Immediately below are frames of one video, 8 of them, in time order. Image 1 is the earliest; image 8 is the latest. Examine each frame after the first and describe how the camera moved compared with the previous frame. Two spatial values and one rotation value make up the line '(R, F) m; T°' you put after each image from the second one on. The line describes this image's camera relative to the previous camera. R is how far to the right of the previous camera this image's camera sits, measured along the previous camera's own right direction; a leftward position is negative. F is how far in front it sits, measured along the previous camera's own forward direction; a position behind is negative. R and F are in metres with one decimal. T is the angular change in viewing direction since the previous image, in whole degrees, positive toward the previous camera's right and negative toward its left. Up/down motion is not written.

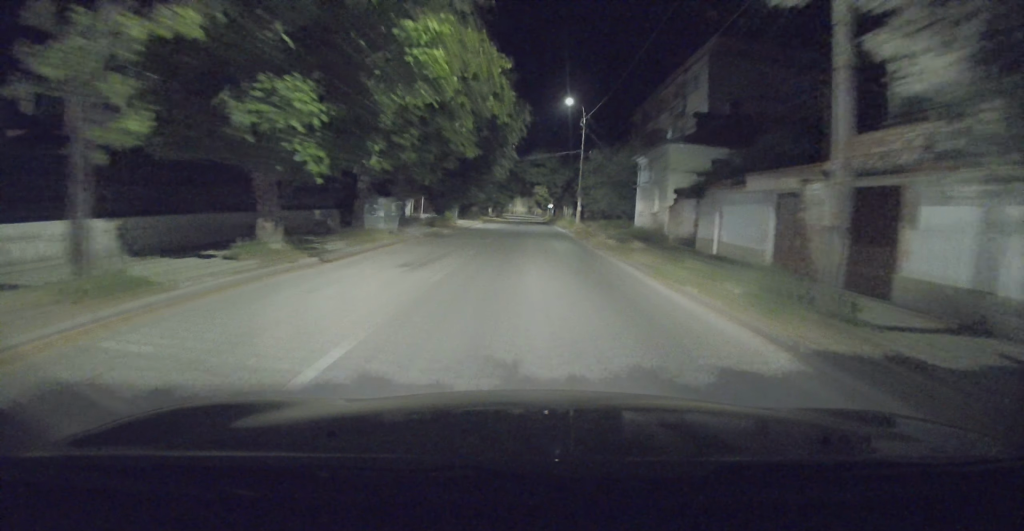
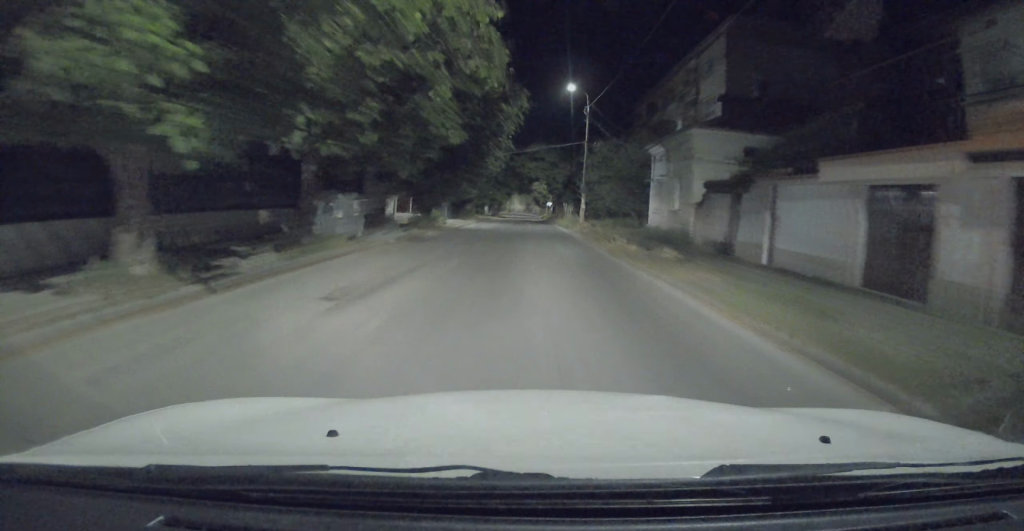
(0.0, +4.3) m; 0°
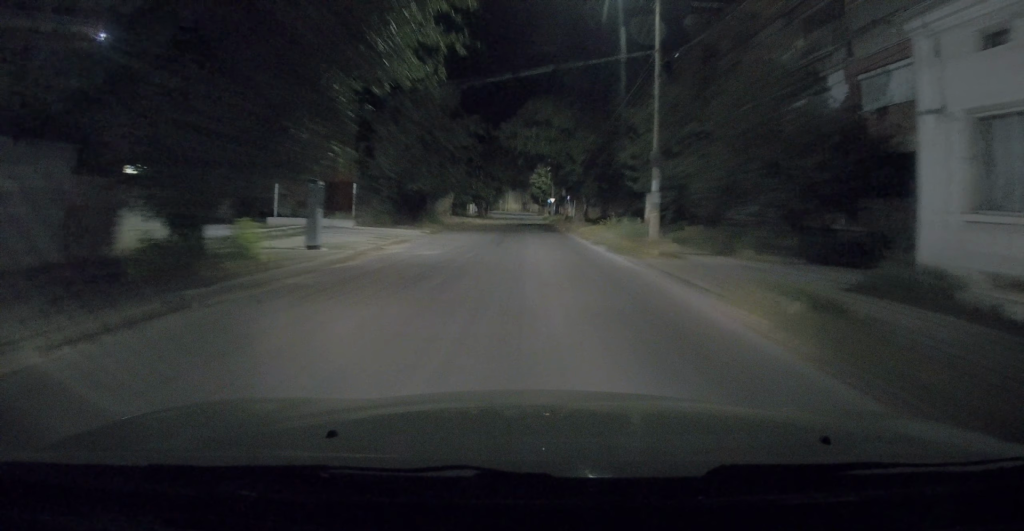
(+0.3, +20.9) m; +2°
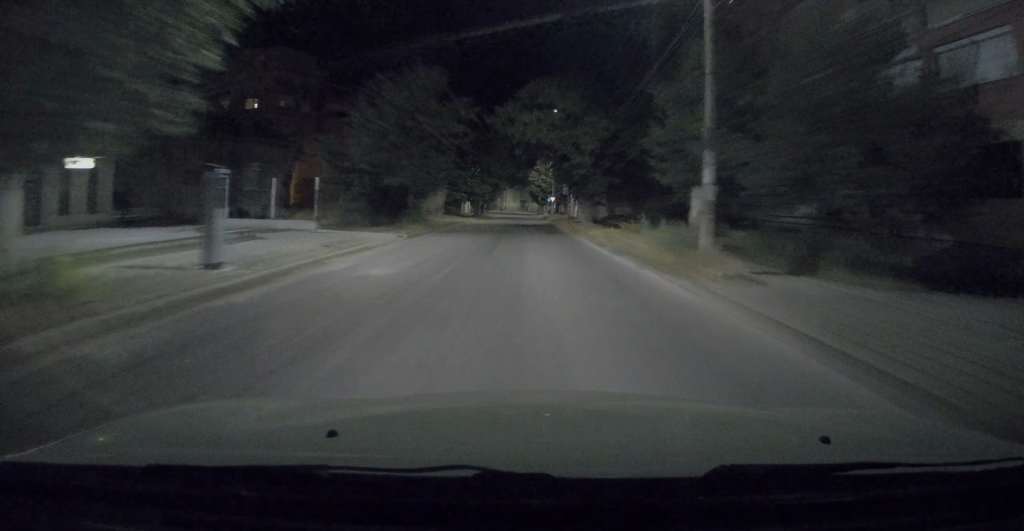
(0.0, +4.5) m; 0°
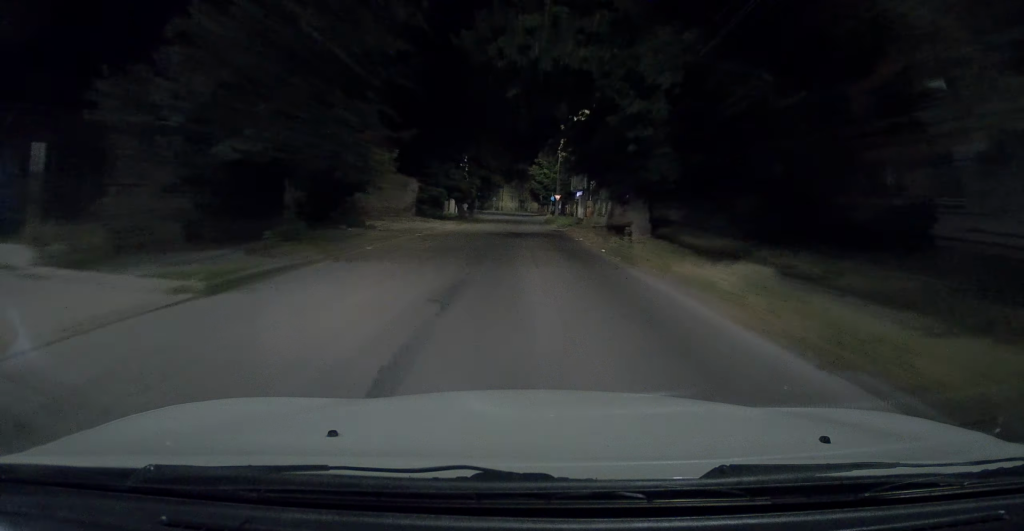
(+0.1, +13.3) m; 0°
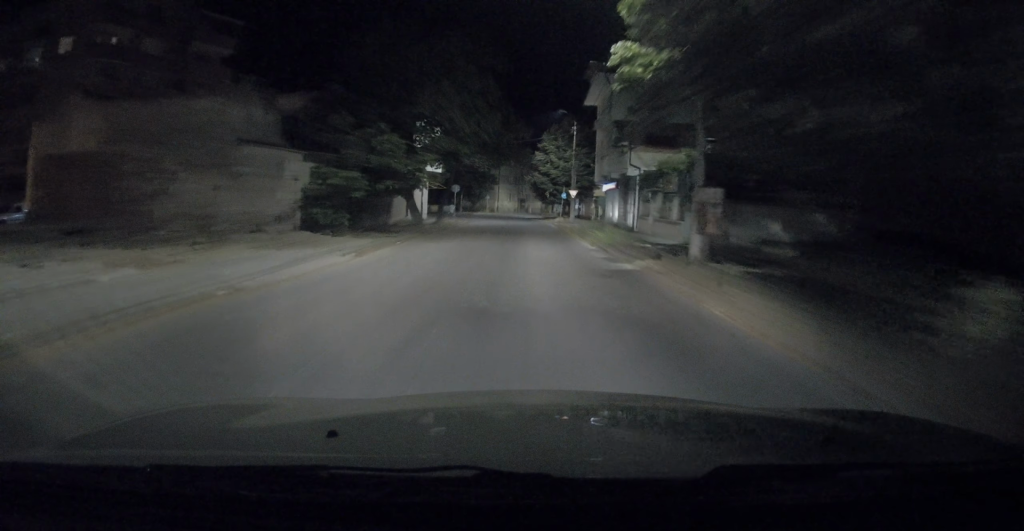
(-0.7, +21.2) m; -2°
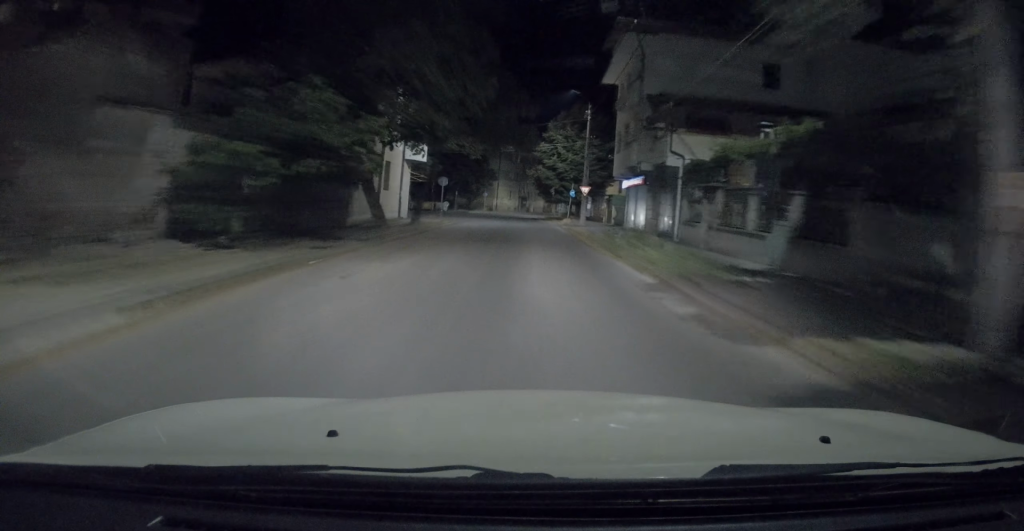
(+0.3, +7.9) m; +2°
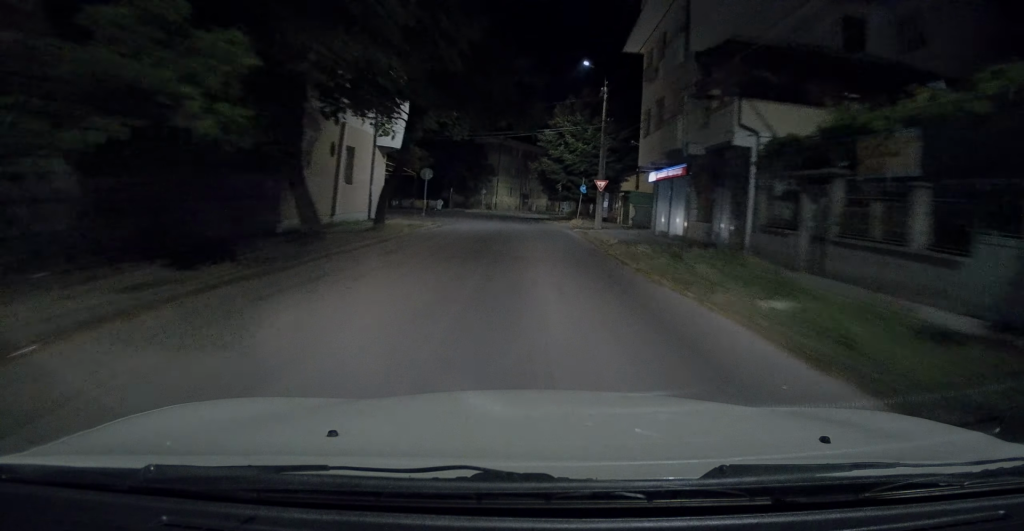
(+0.1, +7.2) m; 0°
